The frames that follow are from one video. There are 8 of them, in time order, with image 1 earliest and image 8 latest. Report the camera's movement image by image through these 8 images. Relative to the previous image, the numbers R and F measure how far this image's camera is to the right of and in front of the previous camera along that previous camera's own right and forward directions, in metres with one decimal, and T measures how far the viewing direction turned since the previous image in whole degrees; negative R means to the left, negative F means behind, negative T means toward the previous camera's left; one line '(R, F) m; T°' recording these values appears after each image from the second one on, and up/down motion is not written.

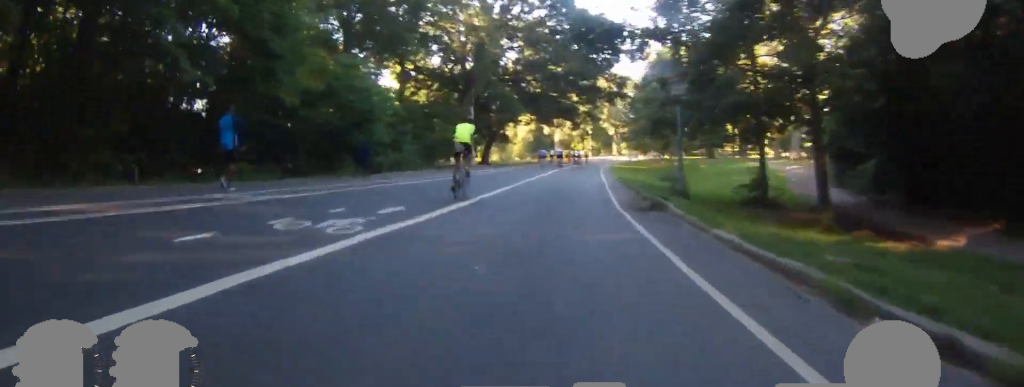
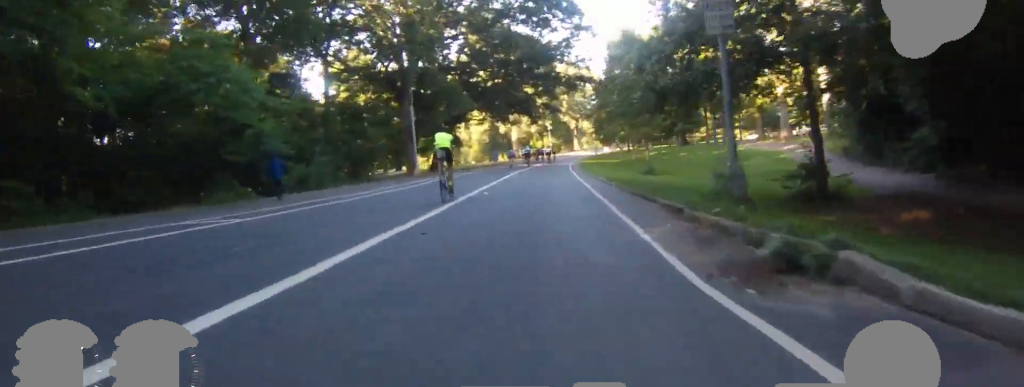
(+1.0, +9.4) m; +2°
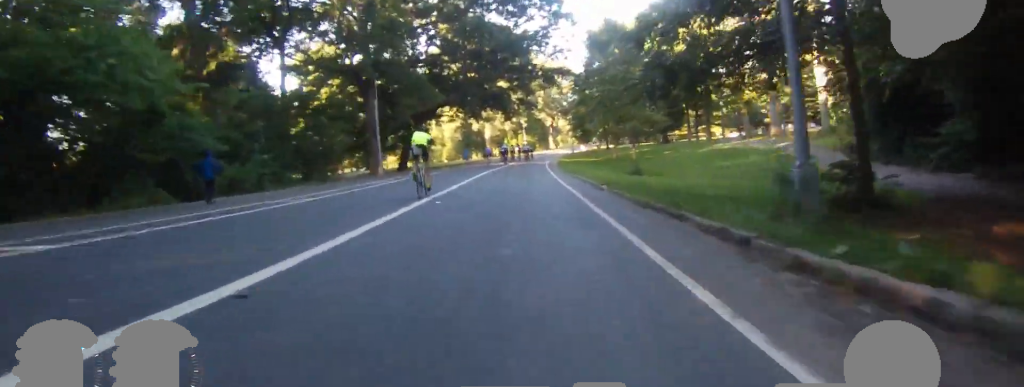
(-0.3, +4.1) m; -2°
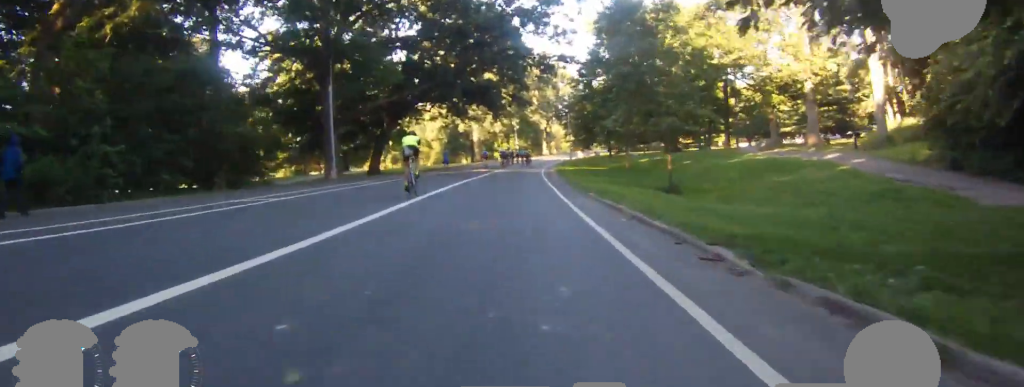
(-0.3, +10.3) m; +1°
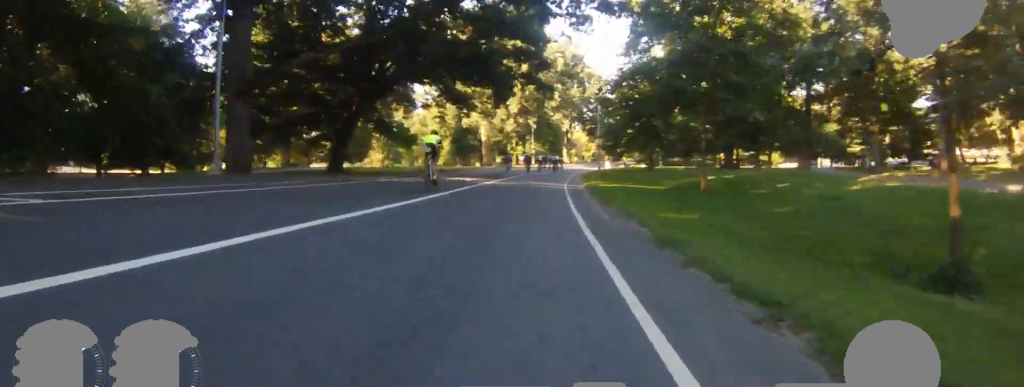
(+0.8, +16.6) m; +3°
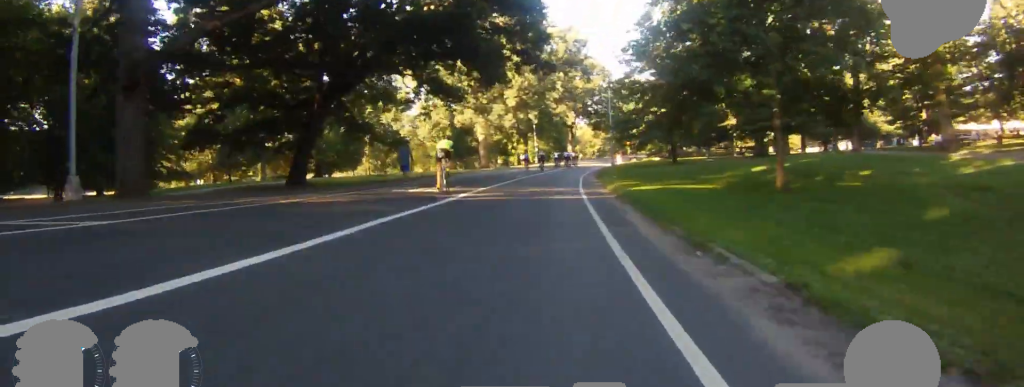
(0.0, +8.3) m; 0°
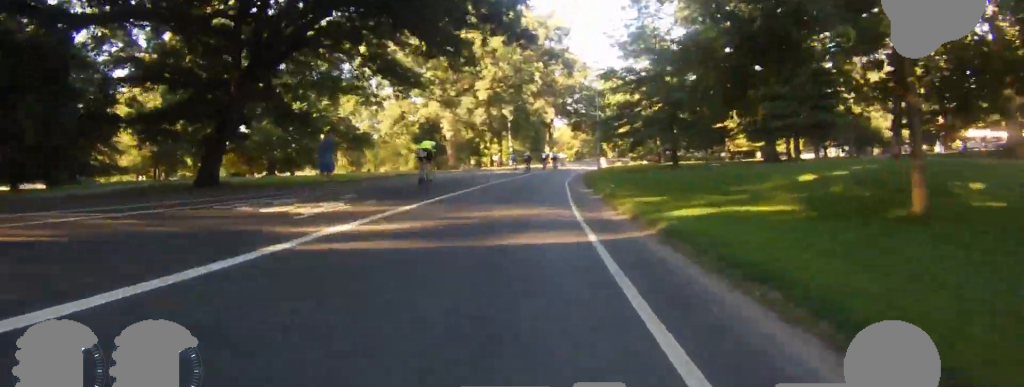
(0.0, +8.3) m; 0°
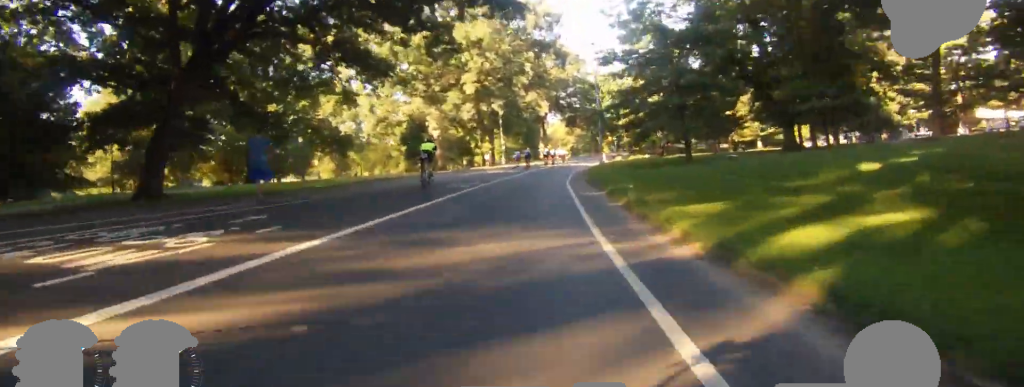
(0.0, +4.8) m; -1°
